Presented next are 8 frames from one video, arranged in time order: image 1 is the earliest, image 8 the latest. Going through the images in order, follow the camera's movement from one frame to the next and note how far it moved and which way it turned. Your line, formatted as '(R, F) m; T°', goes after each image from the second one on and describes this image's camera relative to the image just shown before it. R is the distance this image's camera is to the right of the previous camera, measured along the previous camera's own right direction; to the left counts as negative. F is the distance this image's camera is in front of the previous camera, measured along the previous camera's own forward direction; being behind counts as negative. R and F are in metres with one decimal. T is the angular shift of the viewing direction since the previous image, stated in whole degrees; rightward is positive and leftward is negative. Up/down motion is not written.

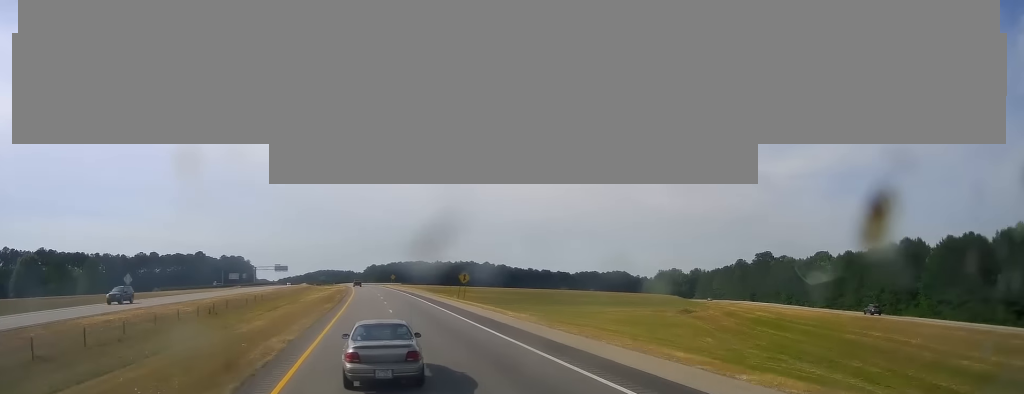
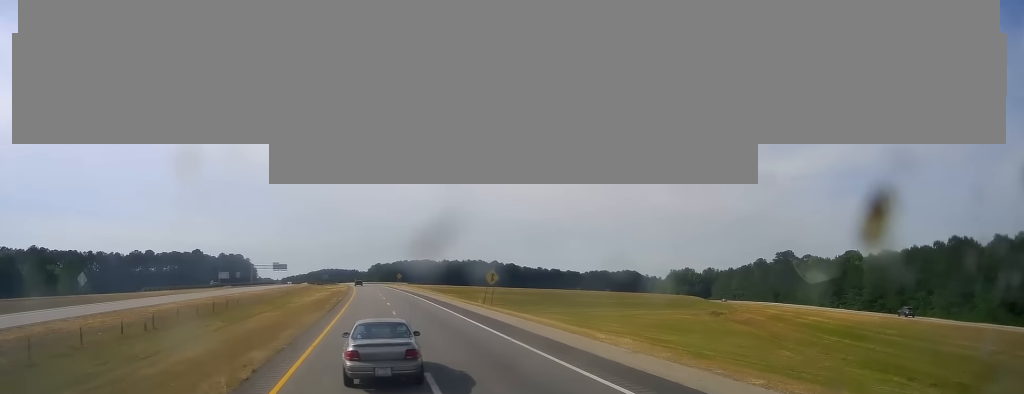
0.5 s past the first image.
(0.0, +14.9) m; +1°
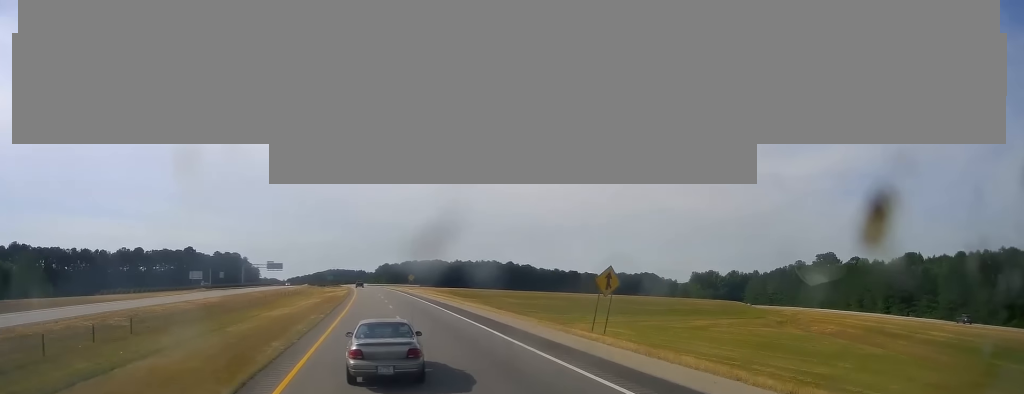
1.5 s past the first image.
(+0.3, +27.6) m; +1°
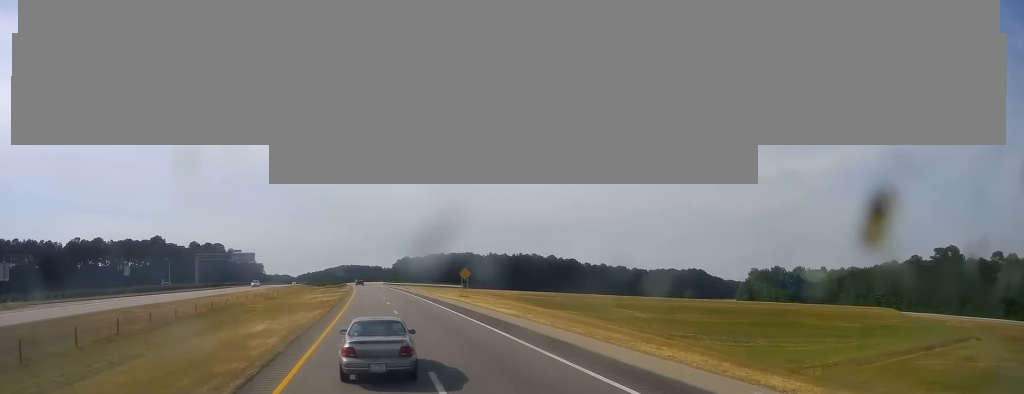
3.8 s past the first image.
(-0.4, +69.6) m; -1°
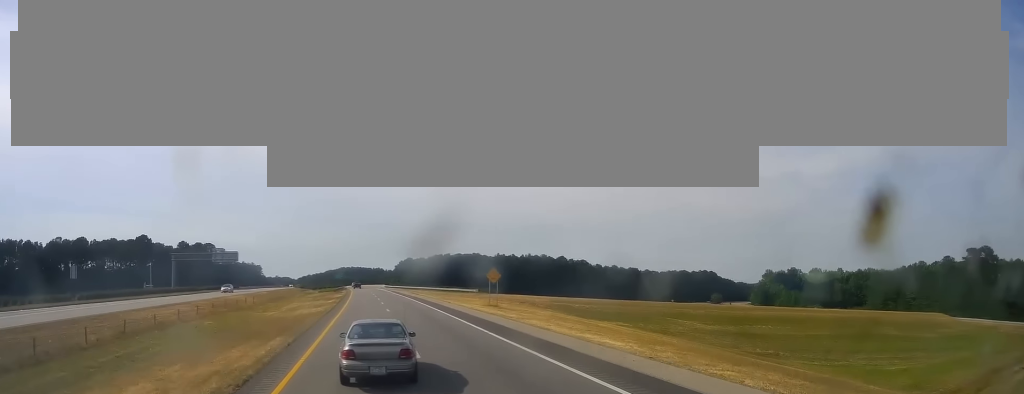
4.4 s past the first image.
(-0.2, +18.2) m; 0°
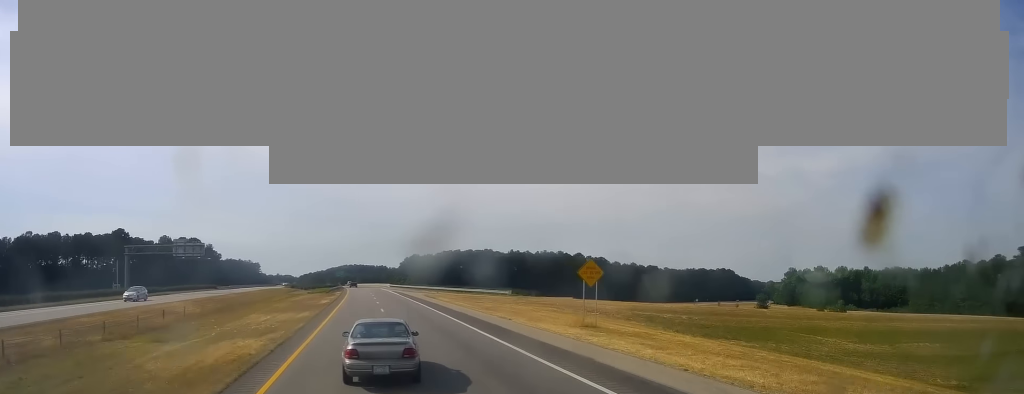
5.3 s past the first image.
(-0.1, +26.6) m; -1°
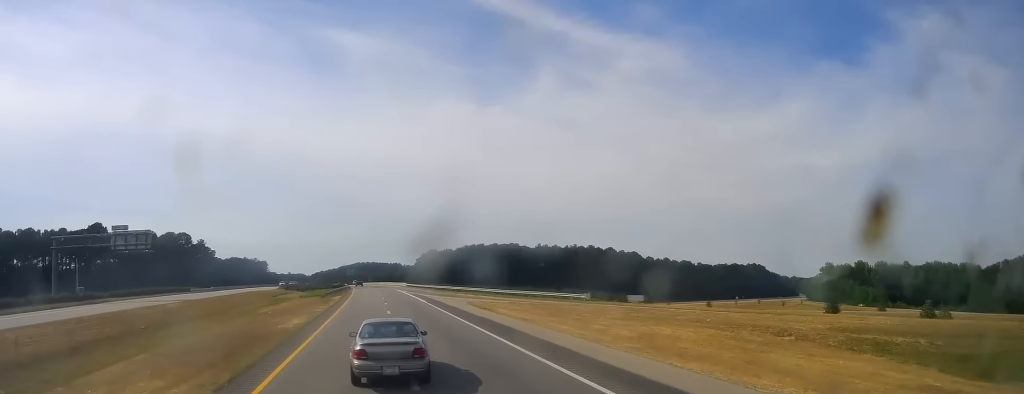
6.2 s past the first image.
(-0.1, +28.8) m; -1°
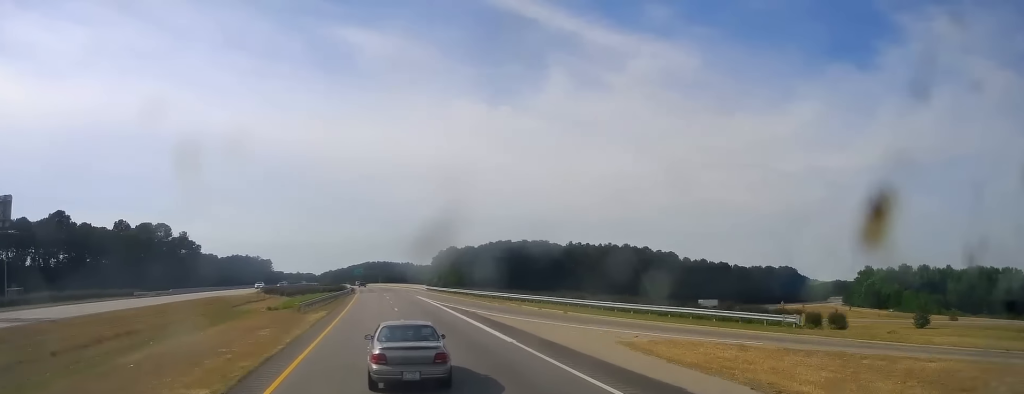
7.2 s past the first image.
(-0.6, +31.0) m; -1°
